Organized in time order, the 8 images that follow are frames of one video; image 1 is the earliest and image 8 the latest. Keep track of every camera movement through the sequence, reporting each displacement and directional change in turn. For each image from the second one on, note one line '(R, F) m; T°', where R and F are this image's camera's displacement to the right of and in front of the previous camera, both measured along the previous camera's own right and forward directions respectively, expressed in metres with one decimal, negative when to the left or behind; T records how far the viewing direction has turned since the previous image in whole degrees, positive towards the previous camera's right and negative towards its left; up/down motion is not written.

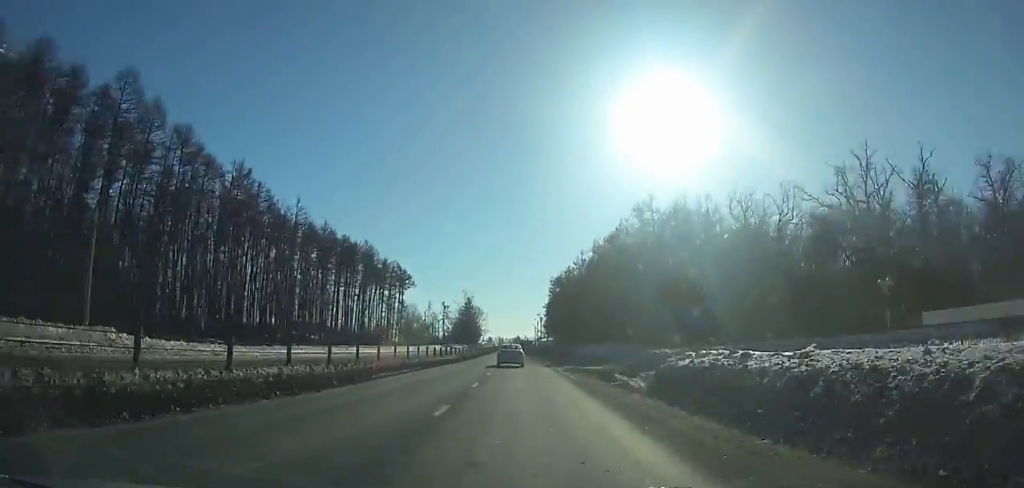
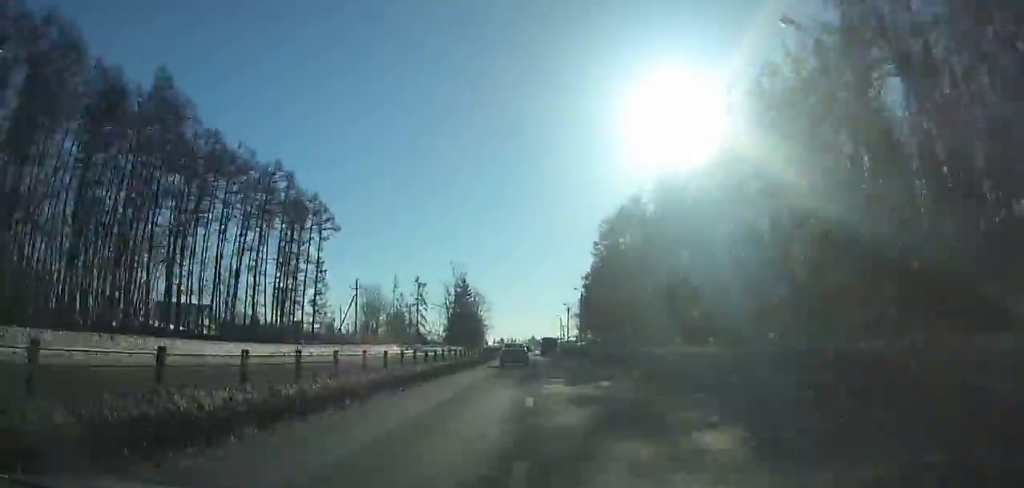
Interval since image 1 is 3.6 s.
(-0.6, +70.1) m; 0°
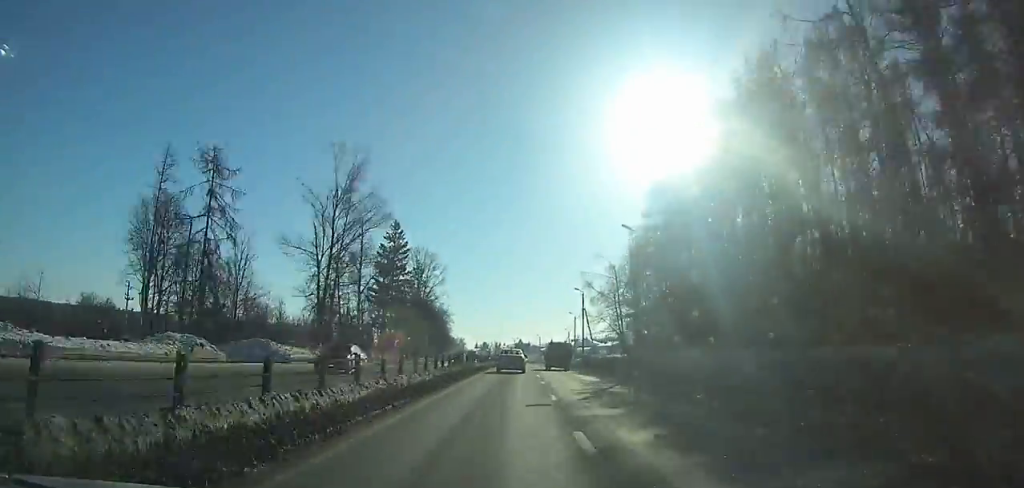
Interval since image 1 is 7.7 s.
(+0.7, +79.5) m; +1°
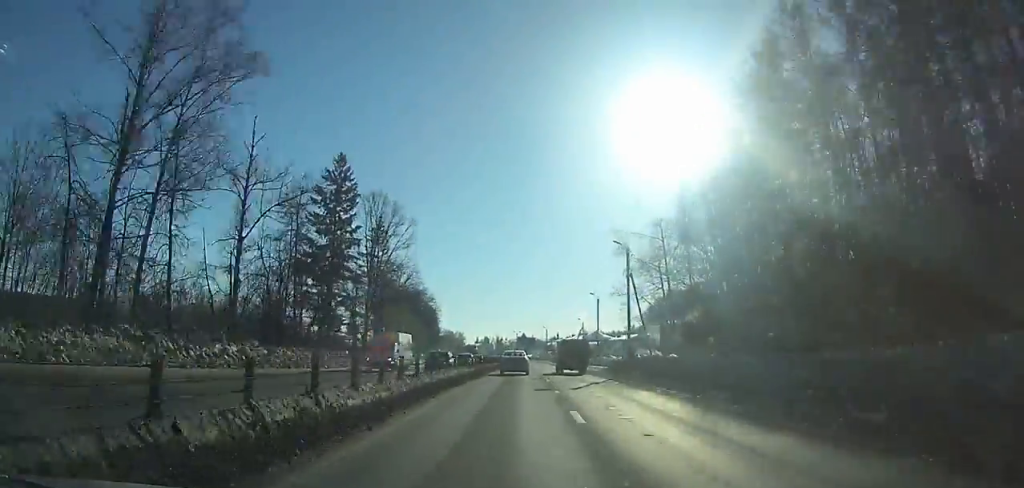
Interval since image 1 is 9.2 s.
(0.0, +29.3) m; 0°
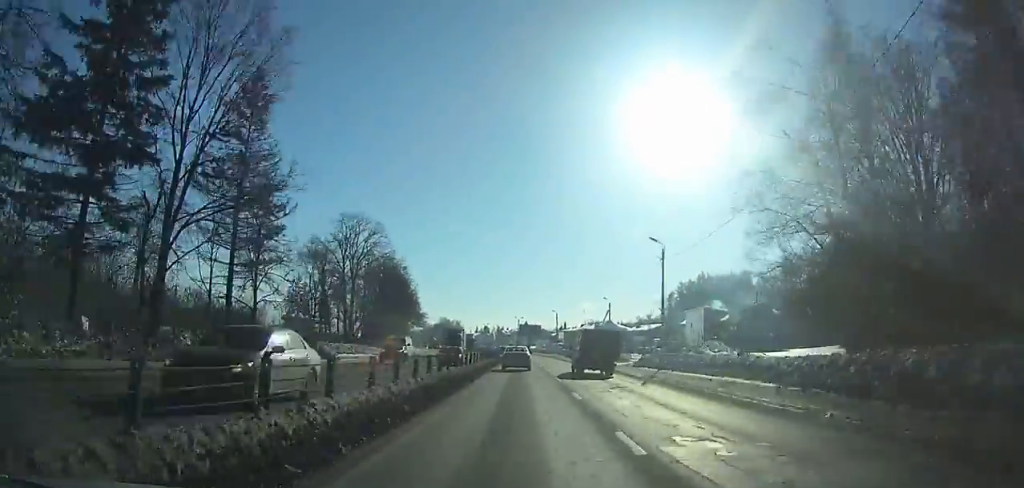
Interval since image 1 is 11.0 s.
(0.0, +35.6) m; -1°
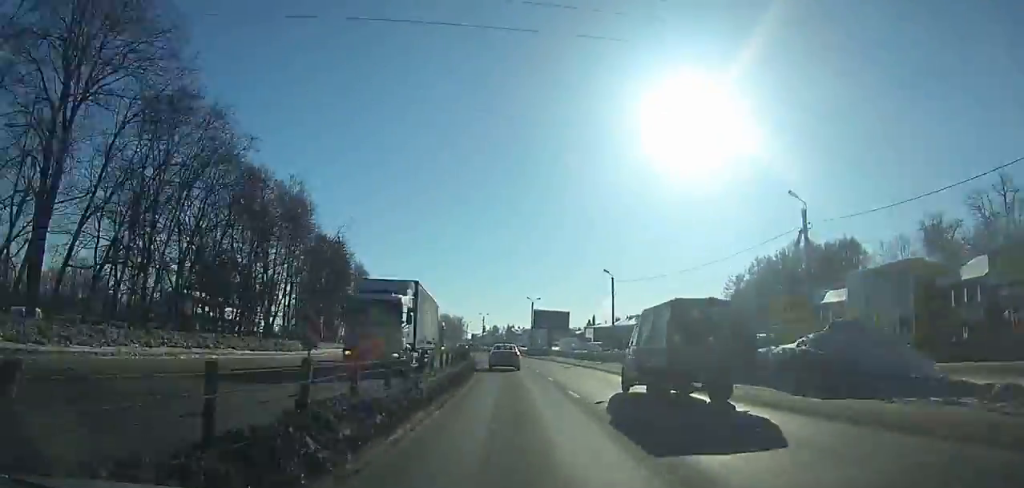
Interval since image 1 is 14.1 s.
(-0.9, +61.9) m; -4°
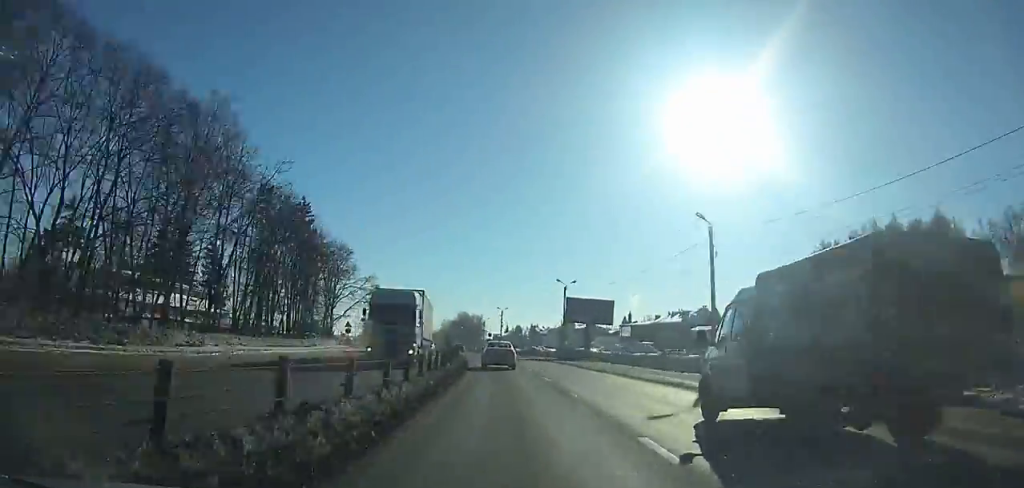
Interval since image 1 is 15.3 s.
(+0.3, +24.2) m; -3°
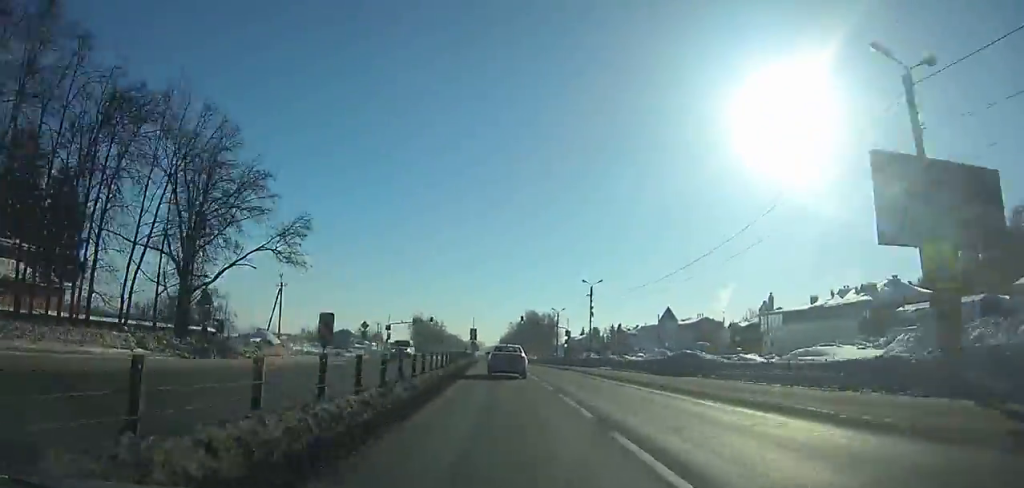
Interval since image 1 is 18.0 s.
(-3.7, +53.7) m; -5°
